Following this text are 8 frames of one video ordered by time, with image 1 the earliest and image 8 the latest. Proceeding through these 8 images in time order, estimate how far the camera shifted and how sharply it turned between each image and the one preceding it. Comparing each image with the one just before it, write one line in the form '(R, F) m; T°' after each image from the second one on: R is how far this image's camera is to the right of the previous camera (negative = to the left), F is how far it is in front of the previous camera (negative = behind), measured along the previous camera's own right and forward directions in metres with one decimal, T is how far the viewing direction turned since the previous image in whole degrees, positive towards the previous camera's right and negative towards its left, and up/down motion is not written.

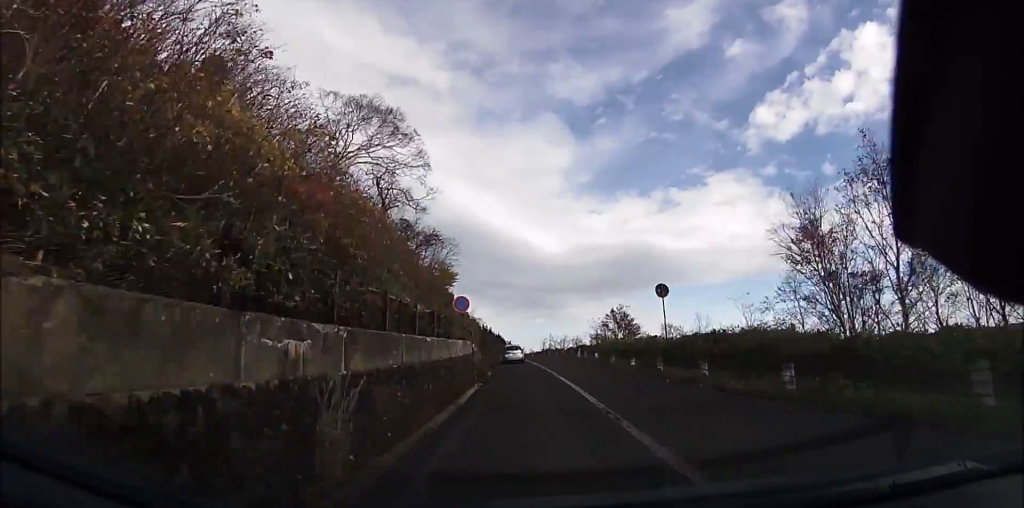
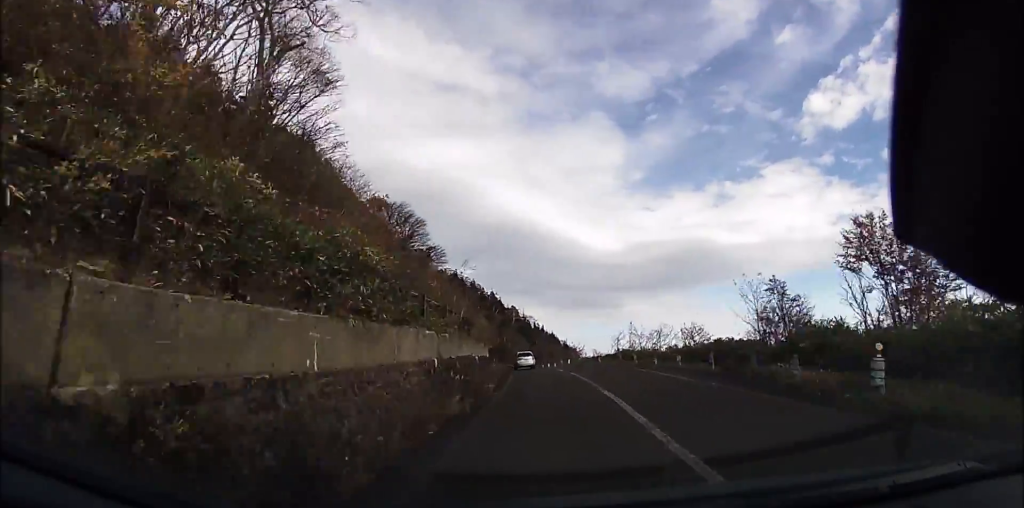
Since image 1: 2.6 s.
(-1.6, +29.2) m; -7°
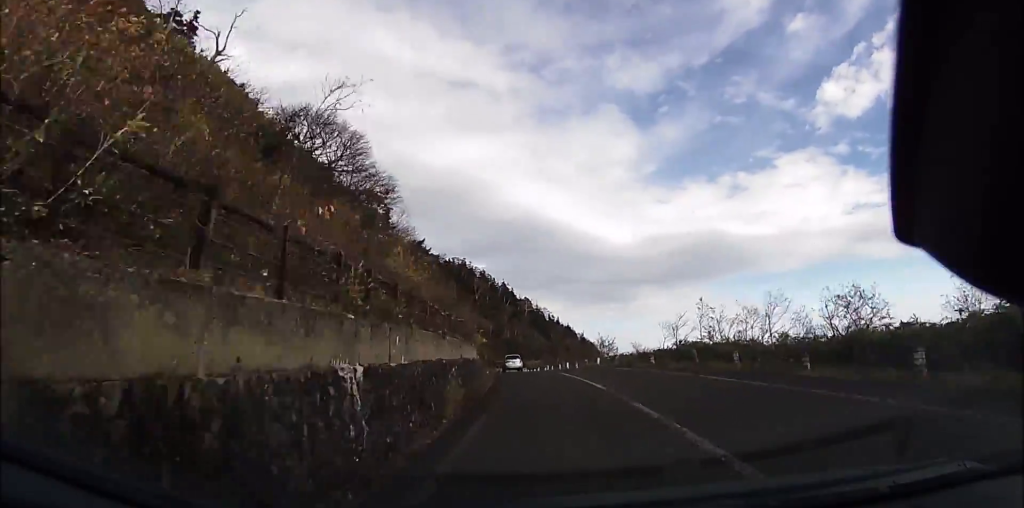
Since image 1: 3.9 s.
(-0.6, +14.8) m; -2°
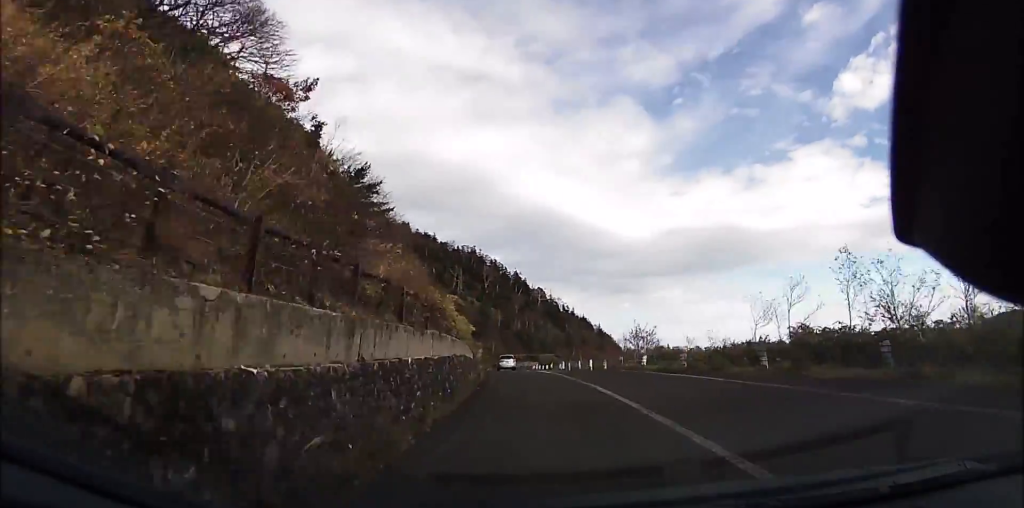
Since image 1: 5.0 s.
(-0.1, +11.1) m; -2°
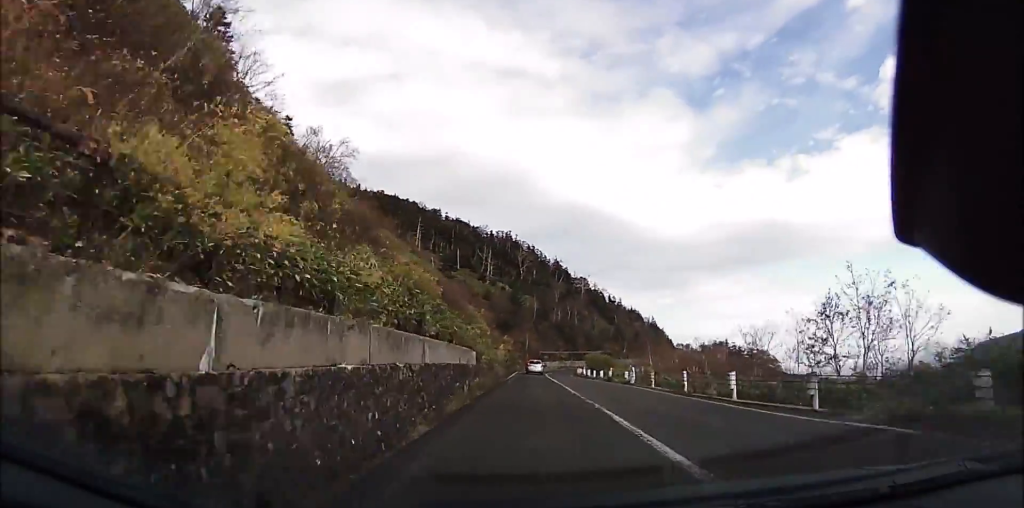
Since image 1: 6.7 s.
(-0.5, +18.6) m; -4°
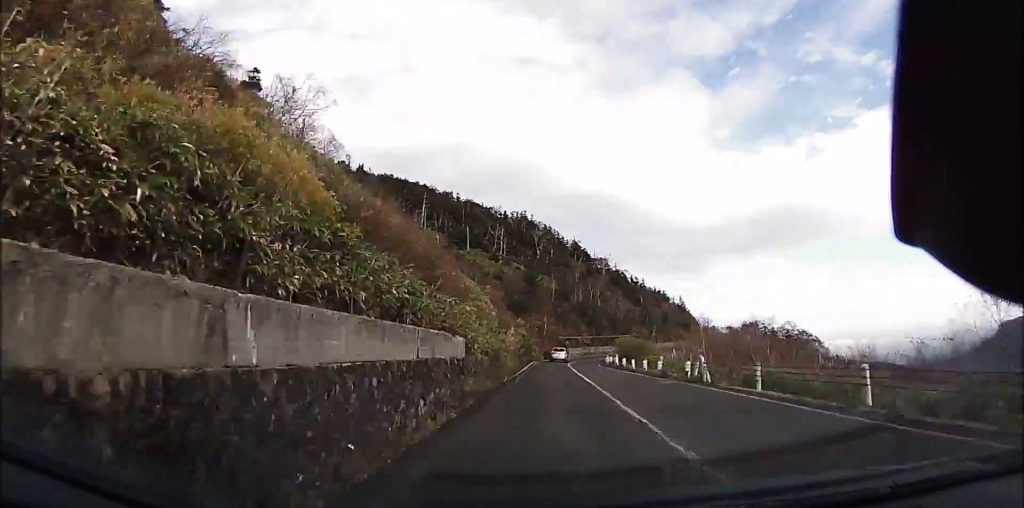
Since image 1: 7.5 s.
(-0.2, +8.9) m; -2°
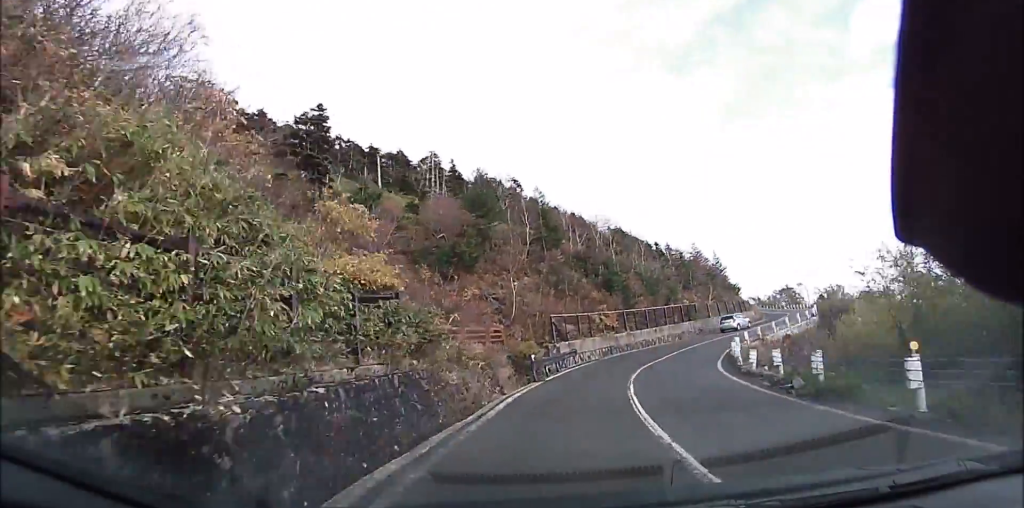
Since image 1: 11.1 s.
(-1.9, +38.4) m; 0°
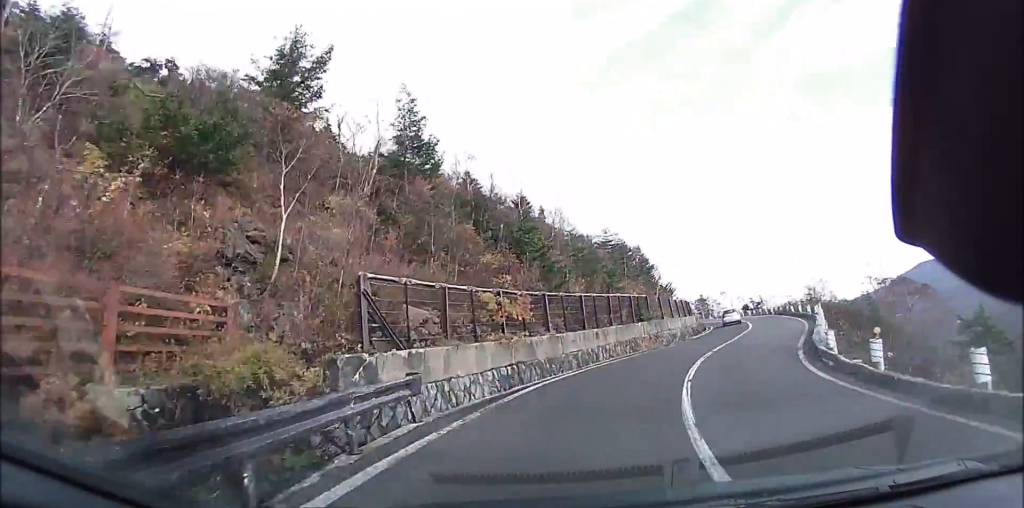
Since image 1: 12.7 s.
(+1.3, +16.0) m; +12°
